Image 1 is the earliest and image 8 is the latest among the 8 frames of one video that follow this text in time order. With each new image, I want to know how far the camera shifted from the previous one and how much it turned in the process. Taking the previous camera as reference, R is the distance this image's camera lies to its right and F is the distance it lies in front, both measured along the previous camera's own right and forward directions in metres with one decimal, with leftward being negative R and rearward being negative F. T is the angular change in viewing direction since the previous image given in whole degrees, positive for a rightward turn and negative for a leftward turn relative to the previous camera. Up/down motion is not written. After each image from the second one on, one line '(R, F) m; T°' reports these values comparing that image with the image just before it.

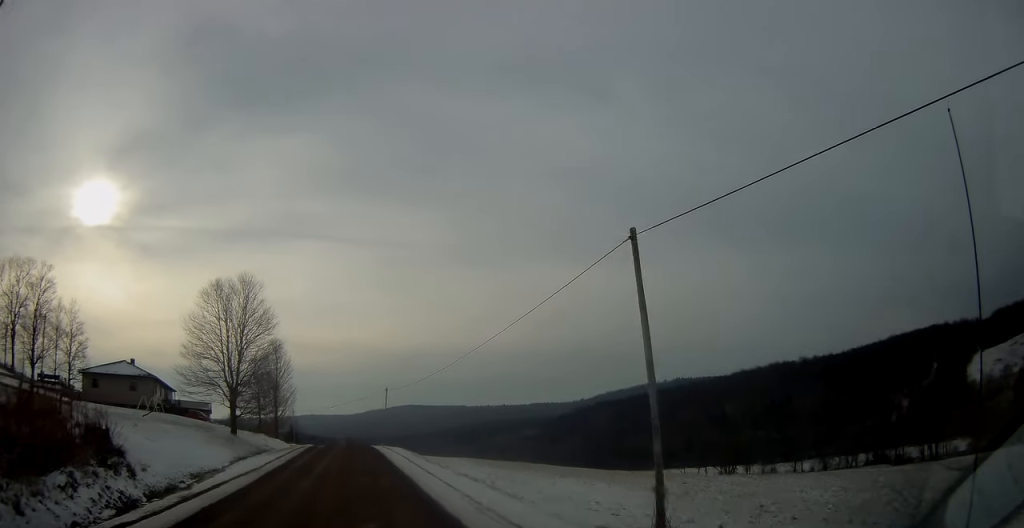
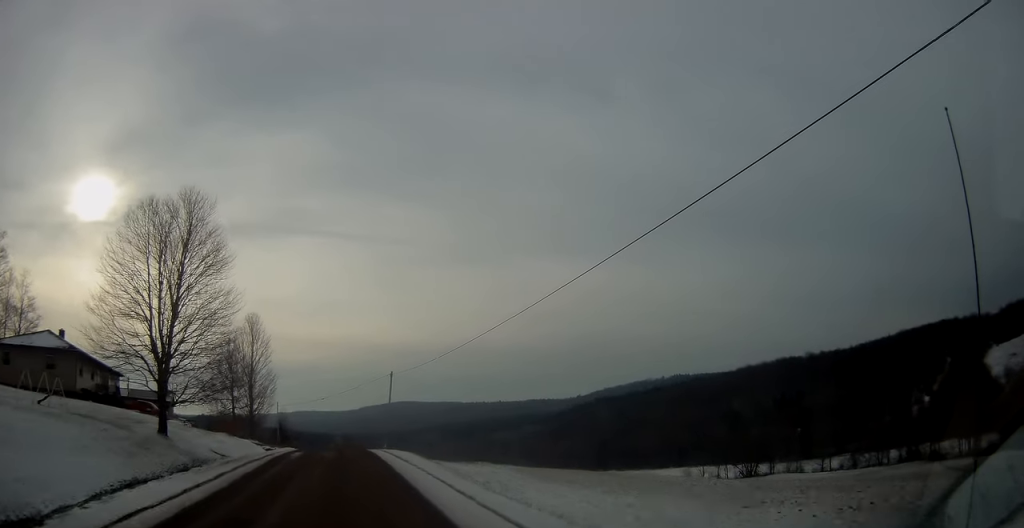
(+0.1, +17.3) m; -1°
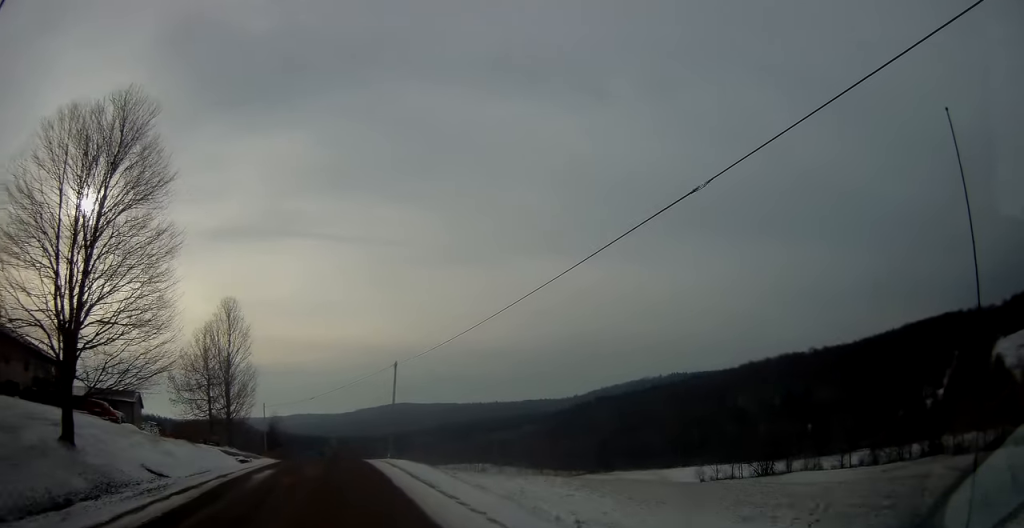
(-0.1, +11.0) m; -1°
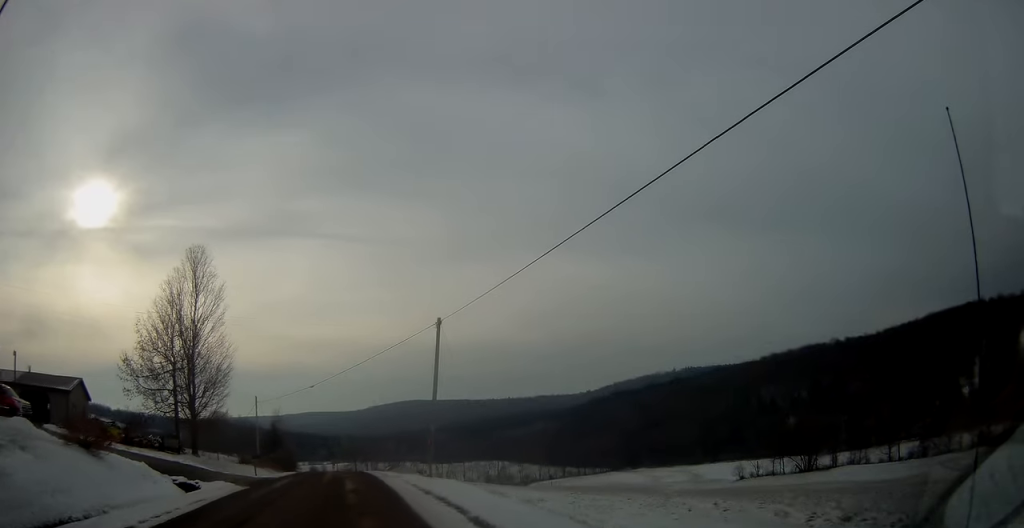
(0.0, +17.3) m; -1°
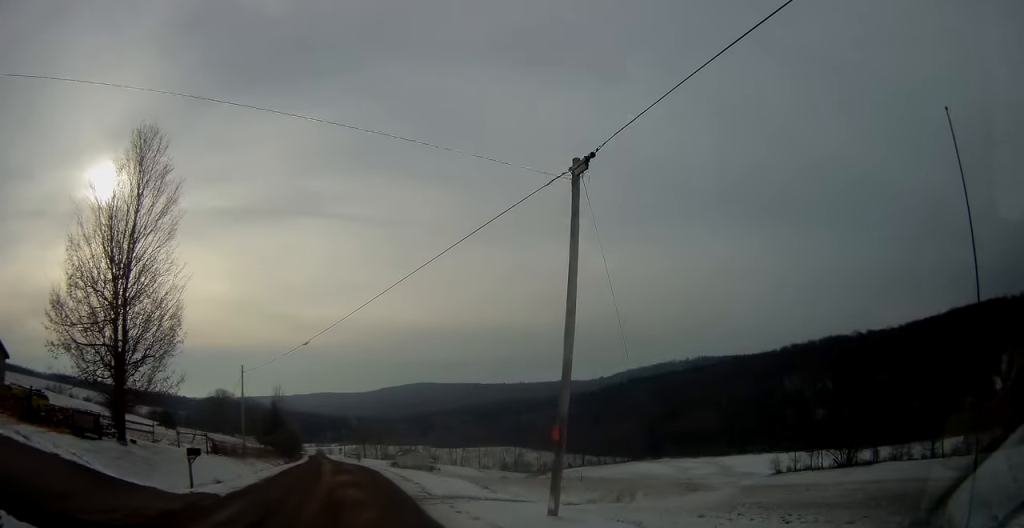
(-0.2, +15.4) m; -1°
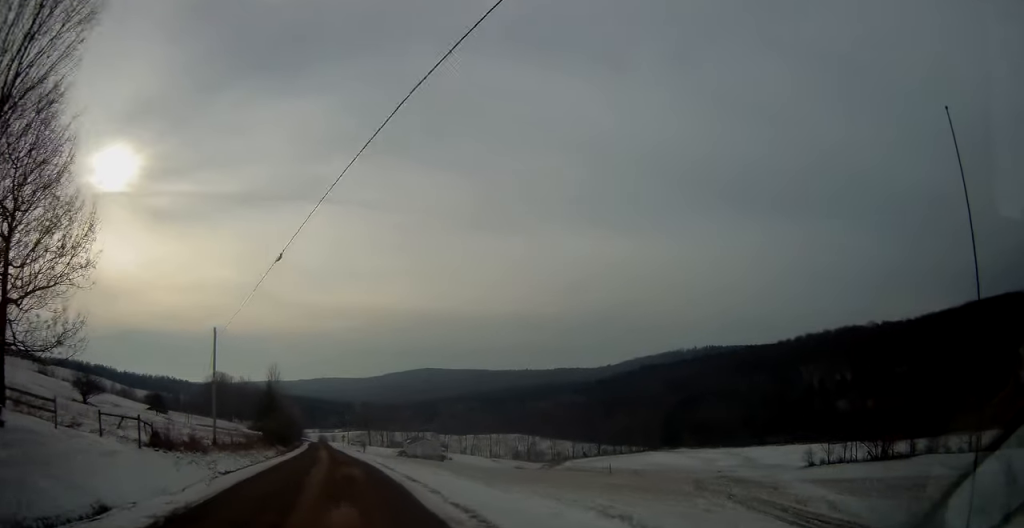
(+0.1, +13.9) m; 0°
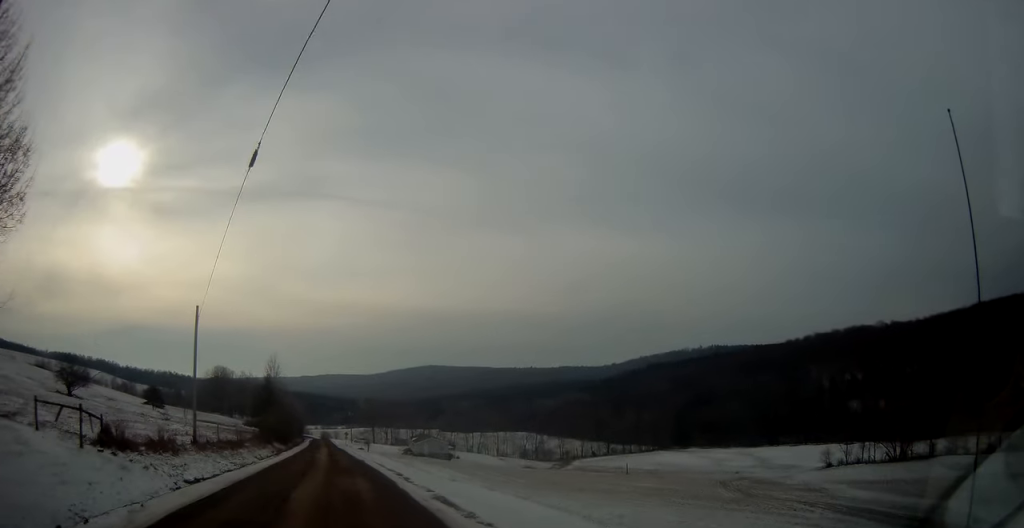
(0.0, +6.6) m; -1°
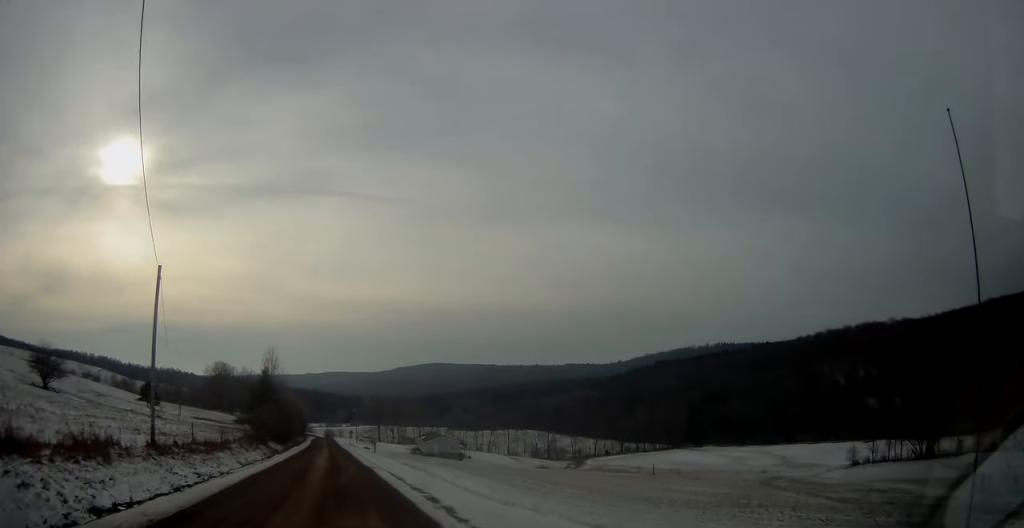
(-0.1, +9.3) m; -2°
